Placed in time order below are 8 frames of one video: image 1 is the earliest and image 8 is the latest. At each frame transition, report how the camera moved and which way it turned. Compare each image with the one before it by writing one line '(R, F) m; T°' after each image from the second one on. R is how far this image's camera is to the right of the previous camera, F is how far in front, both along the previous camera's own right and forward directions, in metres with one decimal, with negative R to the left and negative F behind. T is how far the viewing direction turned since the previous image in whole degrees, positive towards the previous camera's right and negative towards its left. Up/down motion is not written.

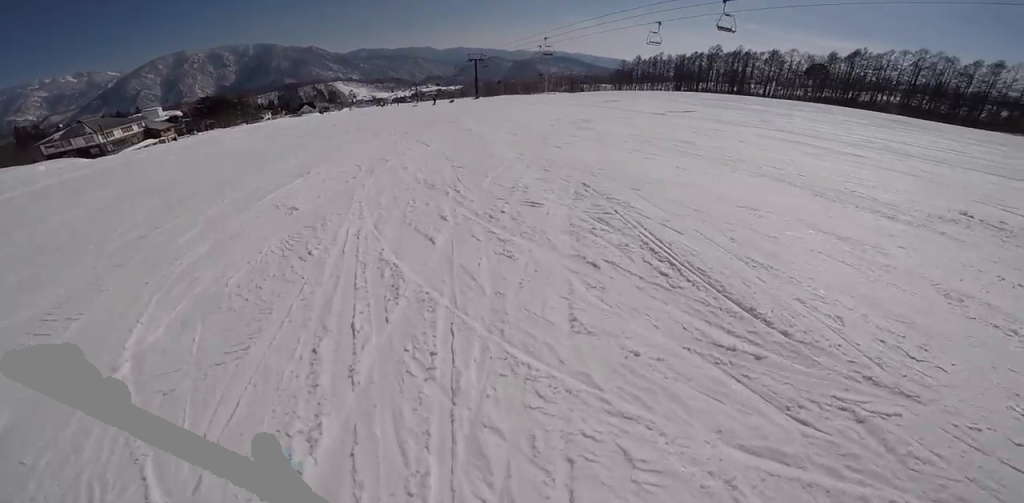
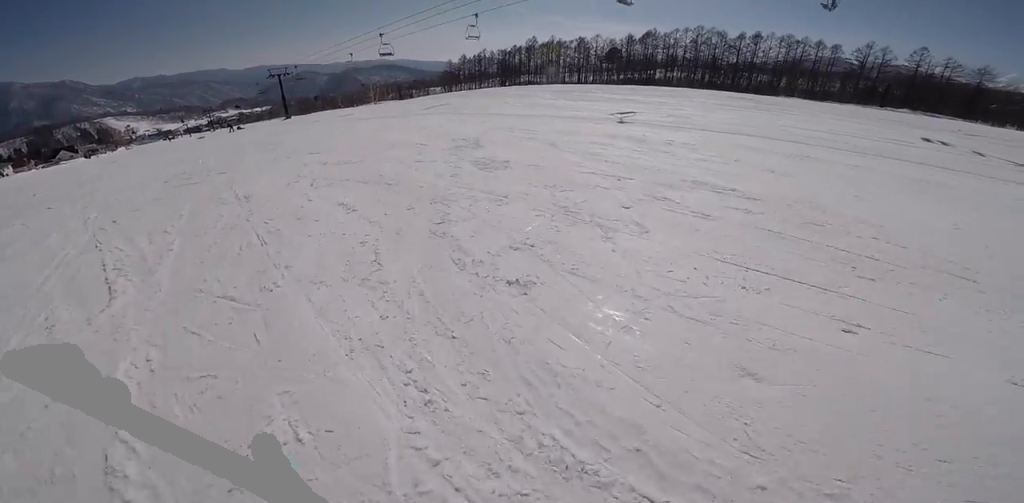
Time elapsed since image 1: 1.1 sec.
(+1.8, +6.4) m; +21°
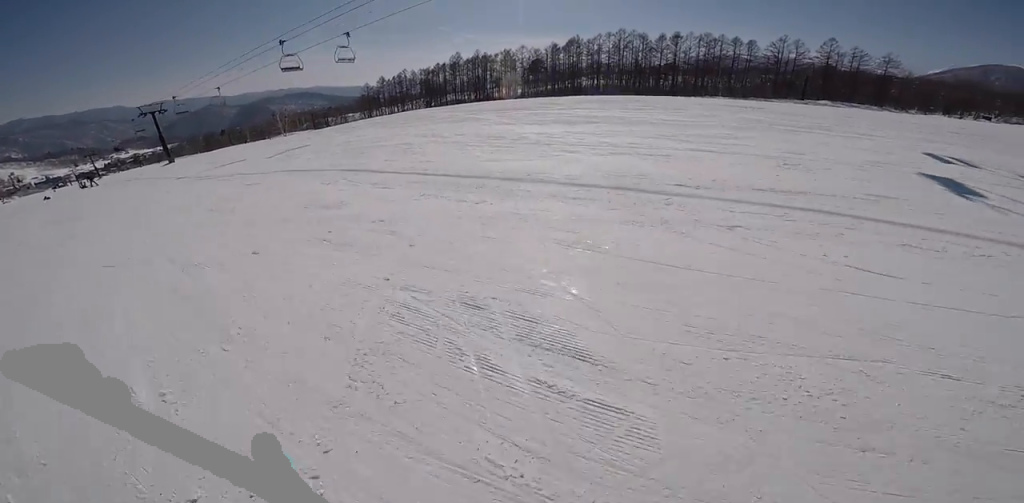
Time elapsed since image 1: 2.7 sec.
(+0.8, +8.9) m; +5°
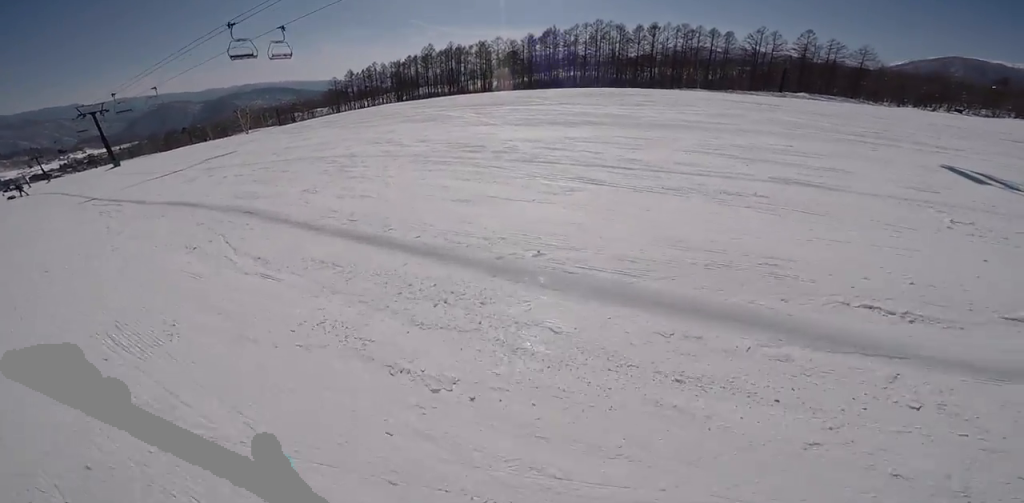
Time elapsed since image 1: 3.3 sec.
(0.0, +3.4) m; -1°
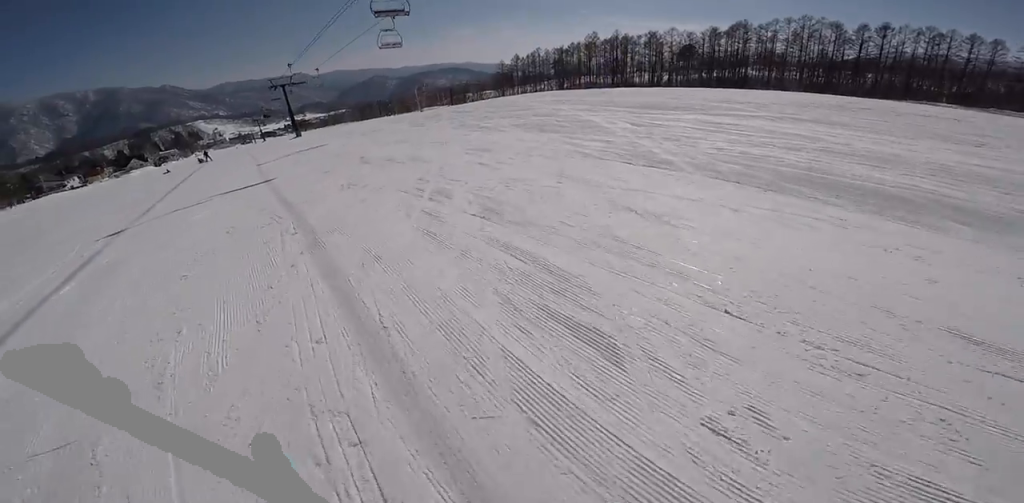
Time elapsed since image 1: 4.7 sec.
(-0.4, +7.1) m; -14°
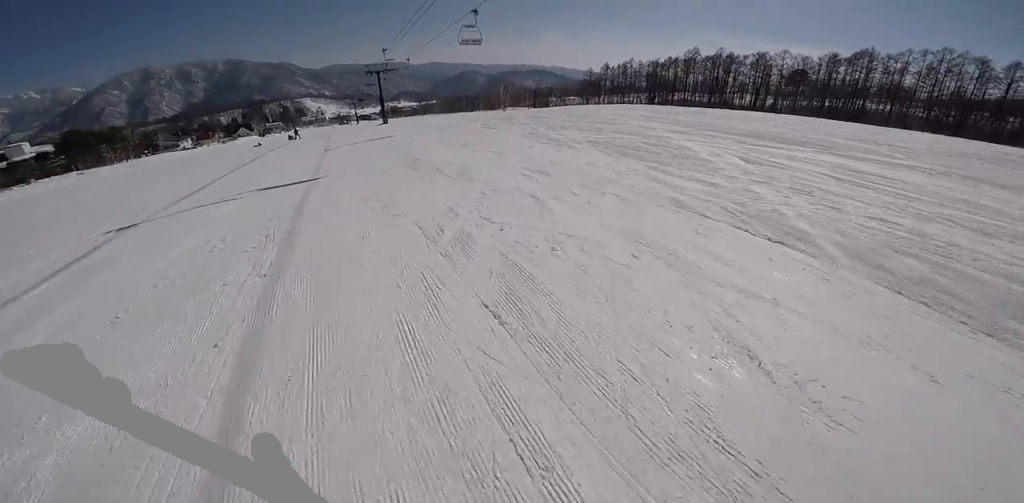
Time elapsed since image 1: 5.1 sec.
(-0.3, +2.1) m; -7°
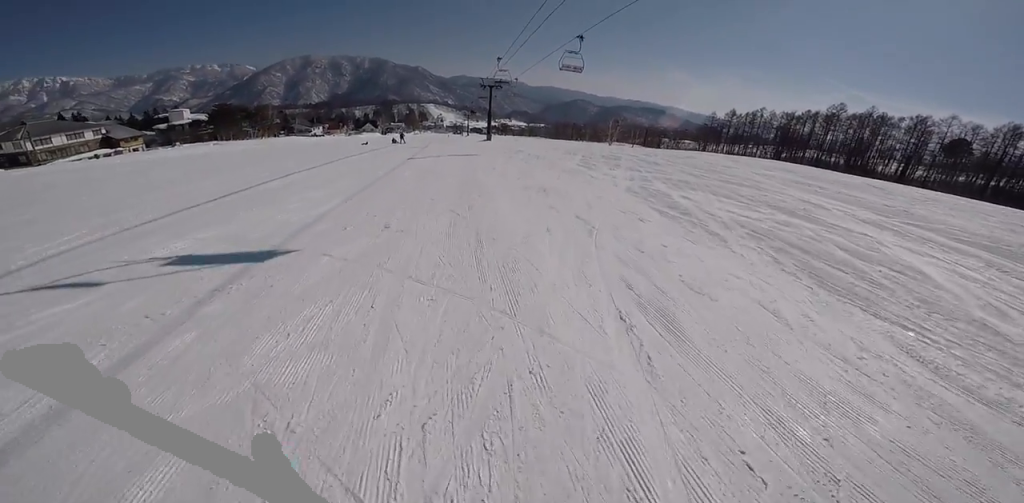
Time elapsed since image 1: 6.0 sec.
(-0.6, +4.5) m; -12°
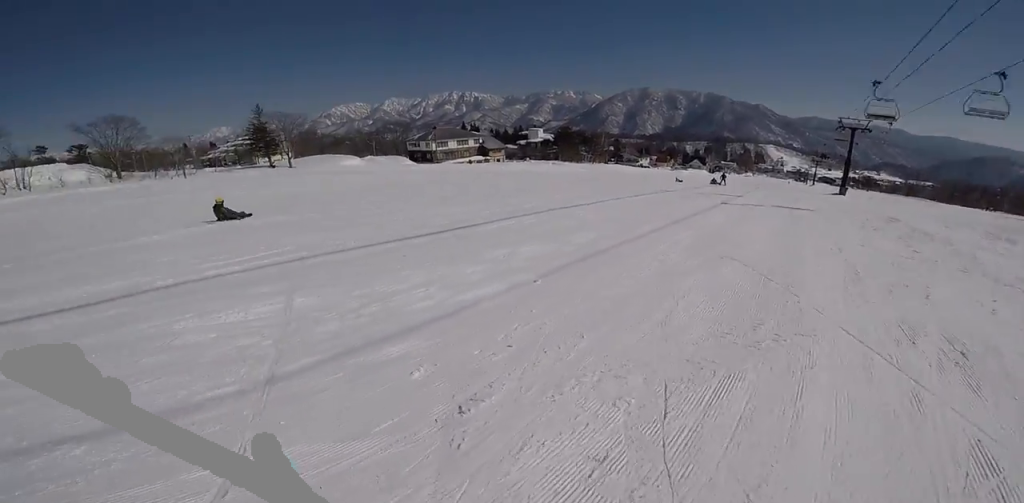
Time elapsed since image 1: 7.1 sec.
(-0.5, +5.3) m; -11°
